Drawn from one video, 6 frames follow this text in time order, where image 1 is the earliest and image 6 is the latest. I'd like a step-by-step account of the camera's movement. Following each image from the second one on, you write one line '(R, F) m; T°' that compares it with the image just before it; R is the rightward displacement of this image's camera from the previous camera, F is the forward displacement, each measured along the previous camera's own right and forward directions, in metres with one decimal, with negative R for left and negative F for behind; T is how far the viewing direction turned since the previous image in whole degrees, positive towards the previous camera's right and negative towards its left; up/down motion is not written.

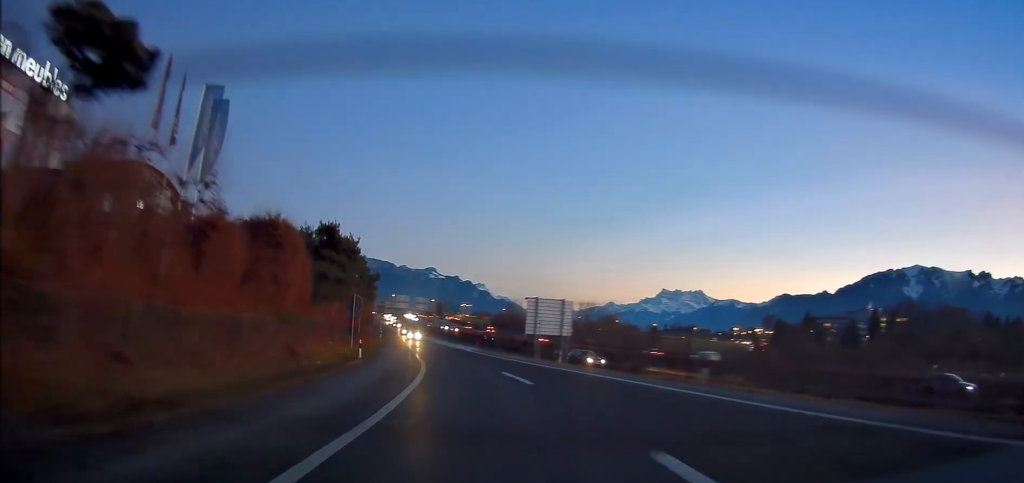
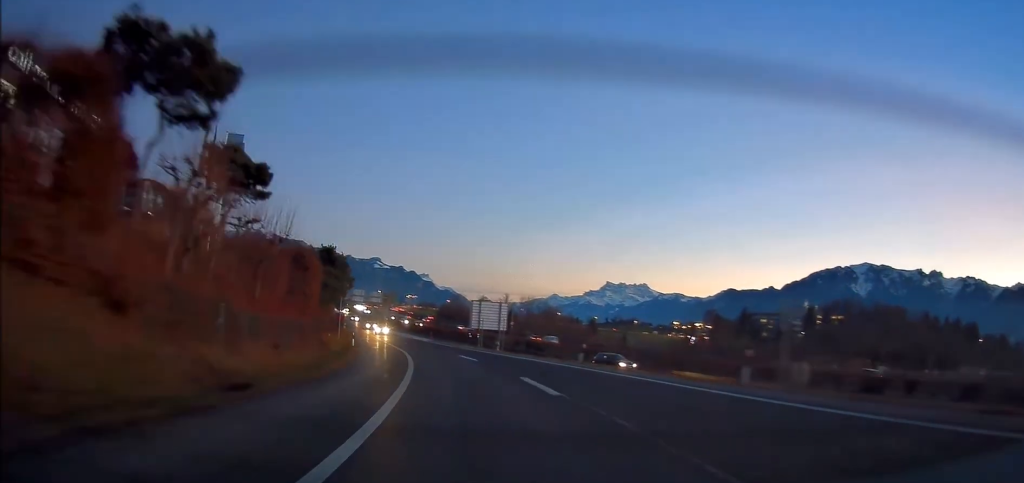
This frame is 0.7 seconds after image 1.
(+0.7, +13.5) m; +4°
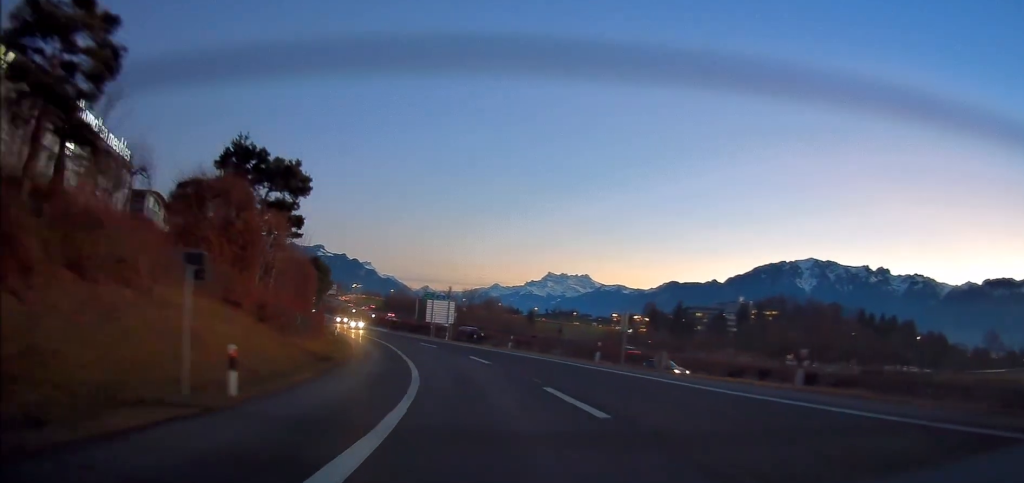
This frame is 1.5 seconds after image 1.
(+0.6, +13.7) m; +5°
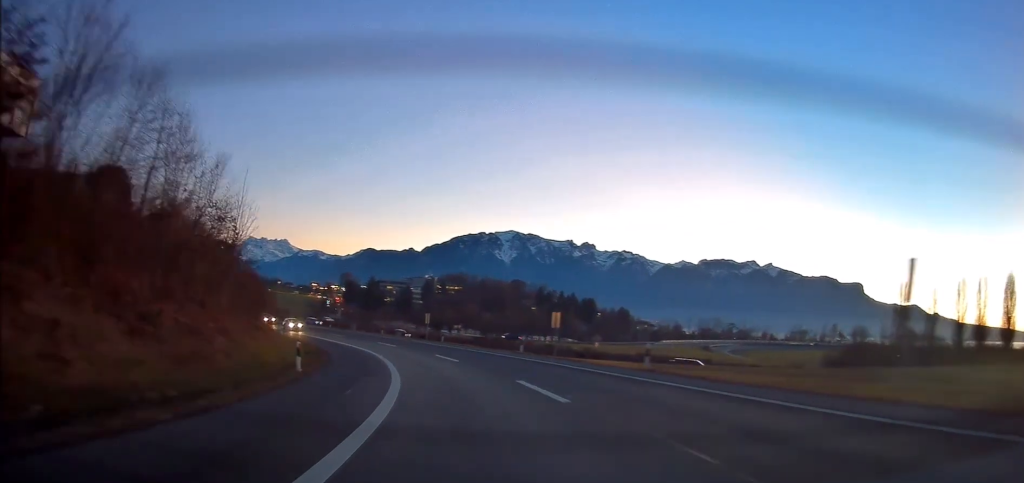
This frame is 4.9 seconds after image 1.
(+11.9, +52.9) m; +28°
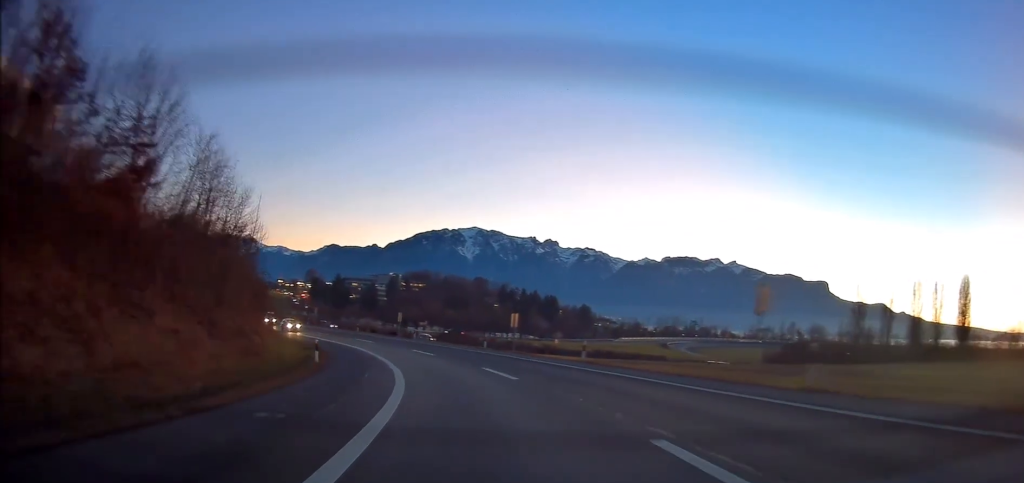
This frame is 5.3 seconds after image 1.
(0.0, +6.2) m; +4°
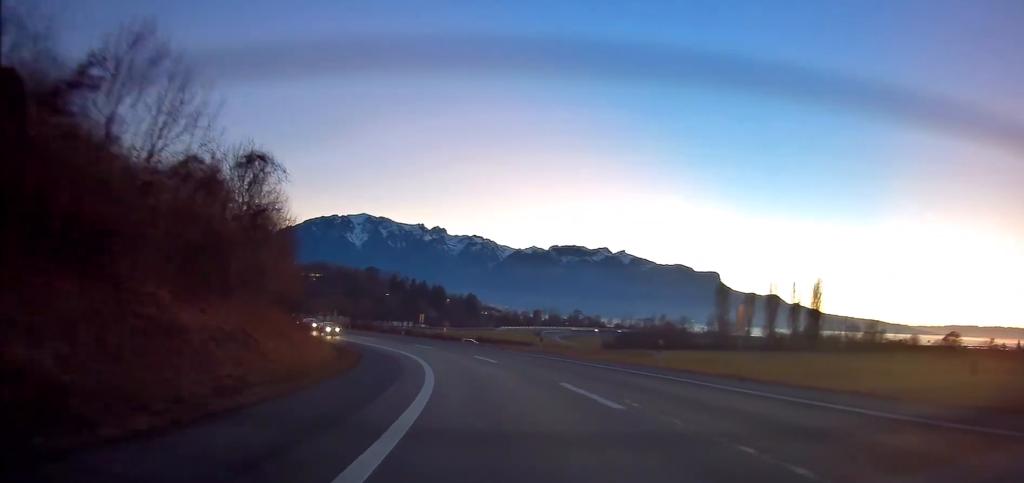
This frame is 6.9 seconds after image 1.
(+3.5, +25.9) m; +13°
